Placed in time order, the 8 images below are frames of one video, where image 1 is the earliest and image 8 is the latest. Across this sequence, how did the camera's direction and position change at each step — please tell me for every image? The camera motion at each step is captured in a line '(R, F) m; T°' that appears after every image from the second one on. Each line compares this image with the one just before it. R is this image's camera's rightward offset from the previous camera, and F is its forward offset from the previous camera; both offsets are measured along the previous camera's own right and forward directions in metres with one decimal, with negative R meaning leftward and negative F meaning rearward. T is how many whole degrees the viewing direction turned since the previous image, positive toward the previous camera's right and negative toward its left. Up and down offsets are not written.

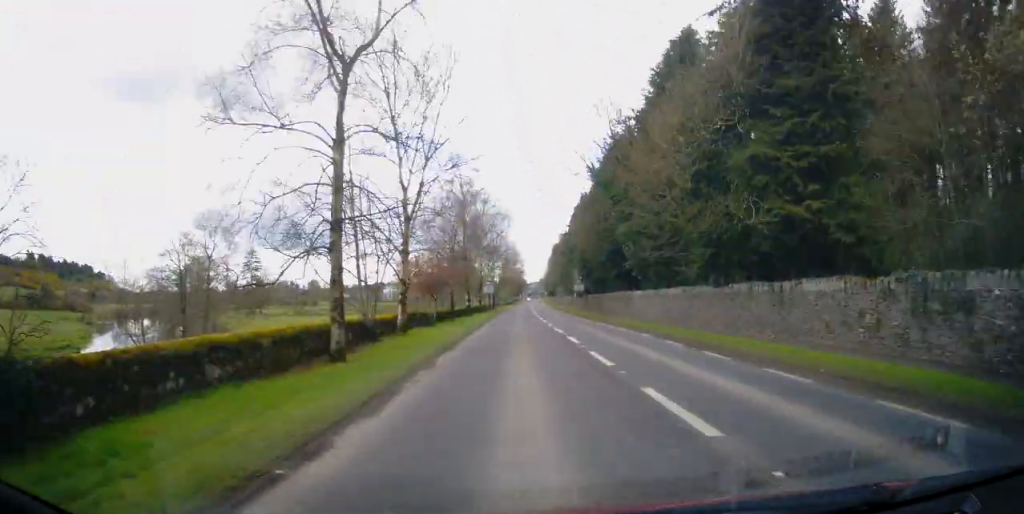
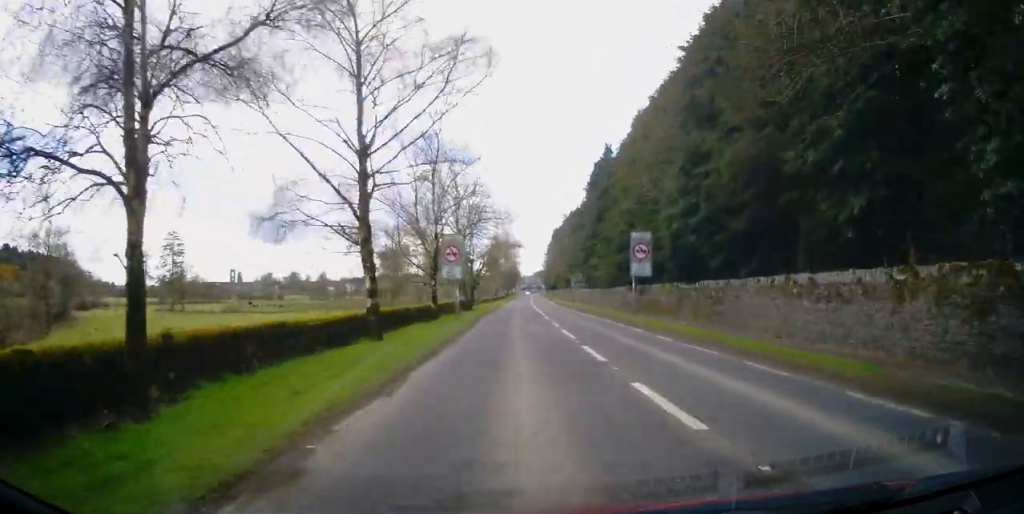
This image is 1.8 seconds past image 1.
(0.0, +35.1) m; +1°
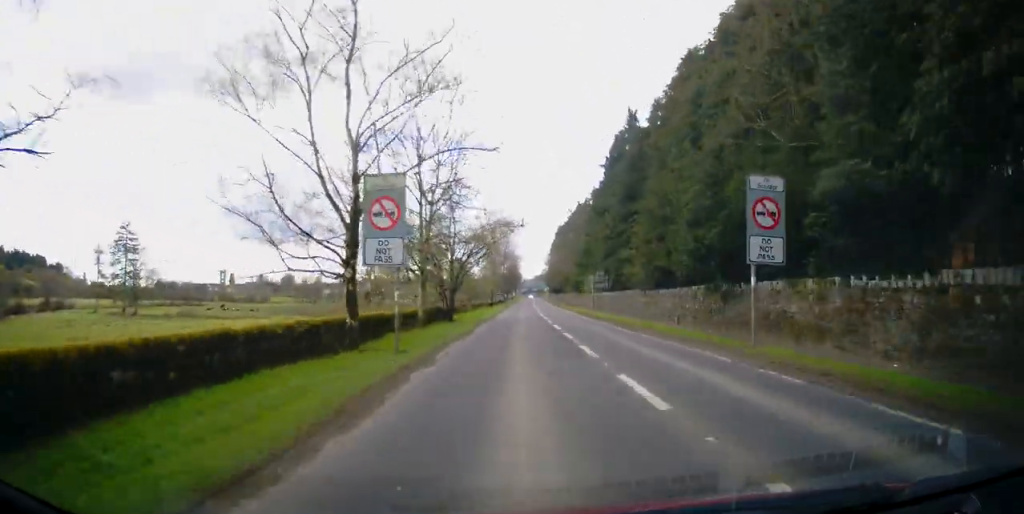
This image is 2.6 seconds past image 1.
(+0.3, +16.4) m; +1°
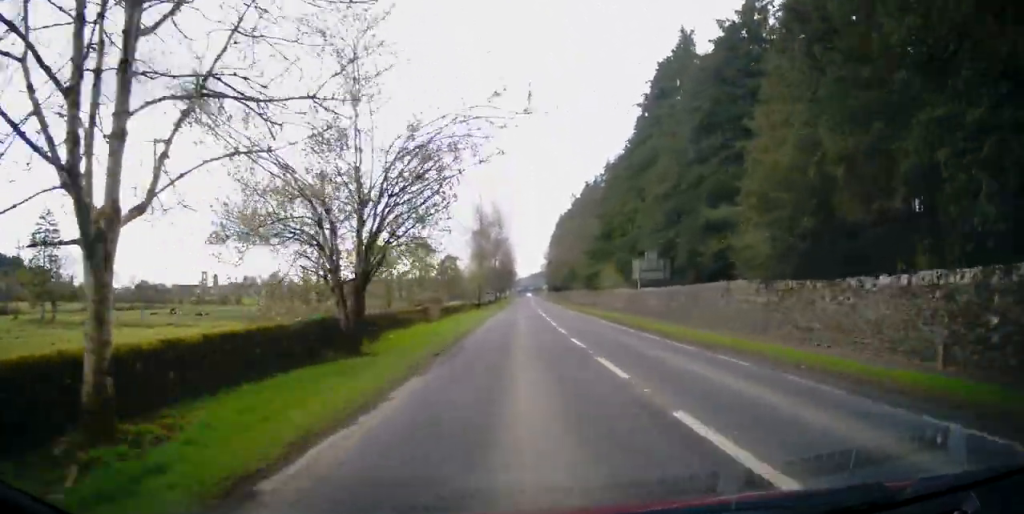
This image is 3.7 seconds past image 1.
(+0.1, +20.7) m; 0°
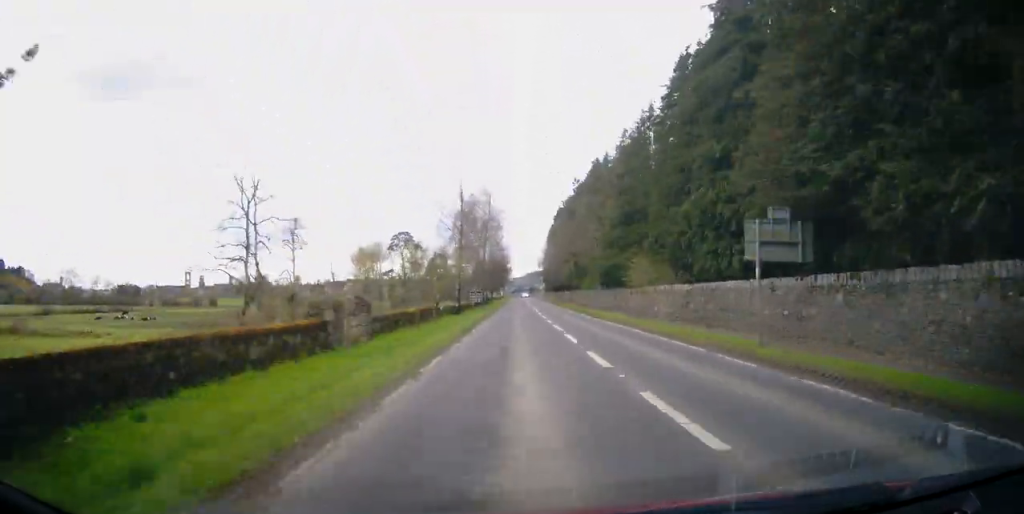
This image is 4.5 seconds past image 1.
(0.0, +16.1) m; +1°
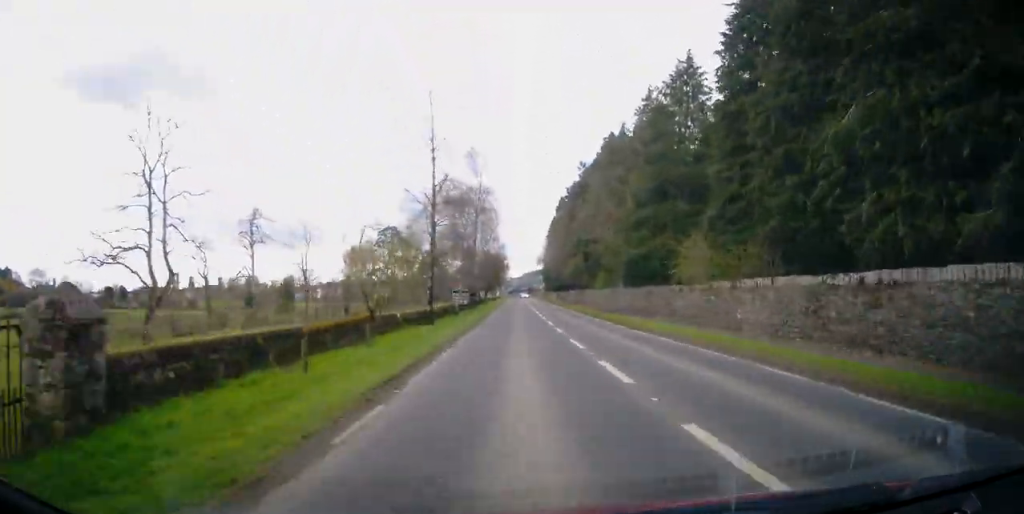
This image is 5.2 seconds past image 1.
(+0.1, +13.6) m; 0°
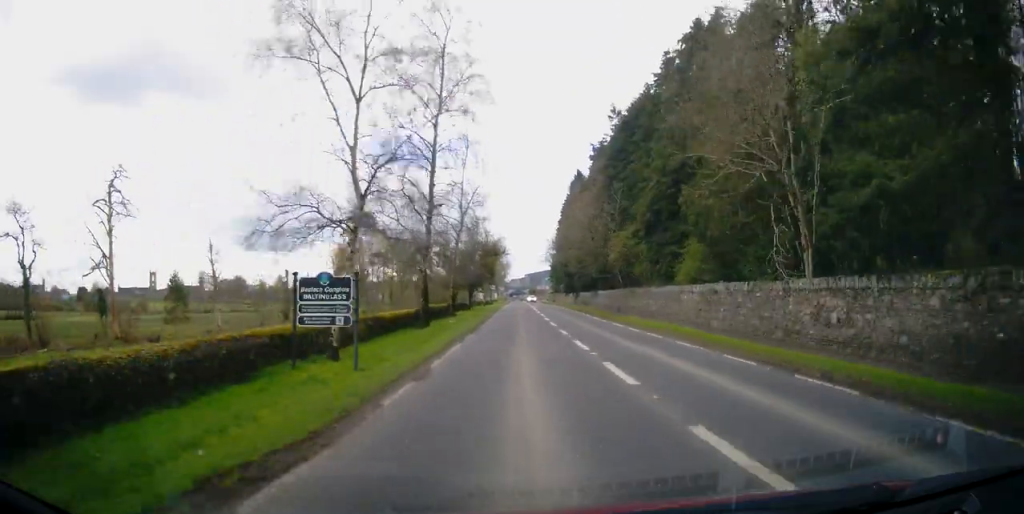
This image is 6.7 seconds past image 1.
(-0.1, +29.2) m; -1°
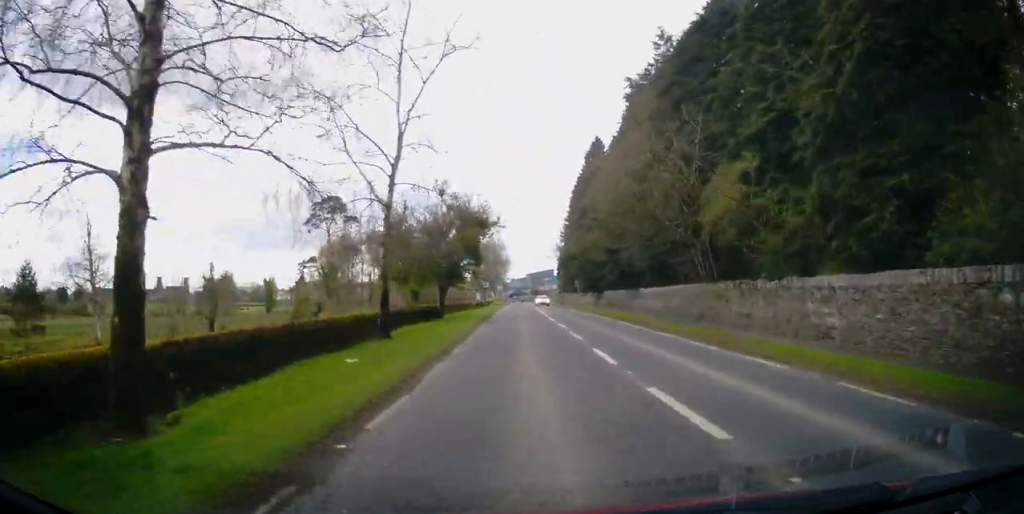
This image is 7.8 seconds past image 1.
(0.0, +20.8) m; +1°
